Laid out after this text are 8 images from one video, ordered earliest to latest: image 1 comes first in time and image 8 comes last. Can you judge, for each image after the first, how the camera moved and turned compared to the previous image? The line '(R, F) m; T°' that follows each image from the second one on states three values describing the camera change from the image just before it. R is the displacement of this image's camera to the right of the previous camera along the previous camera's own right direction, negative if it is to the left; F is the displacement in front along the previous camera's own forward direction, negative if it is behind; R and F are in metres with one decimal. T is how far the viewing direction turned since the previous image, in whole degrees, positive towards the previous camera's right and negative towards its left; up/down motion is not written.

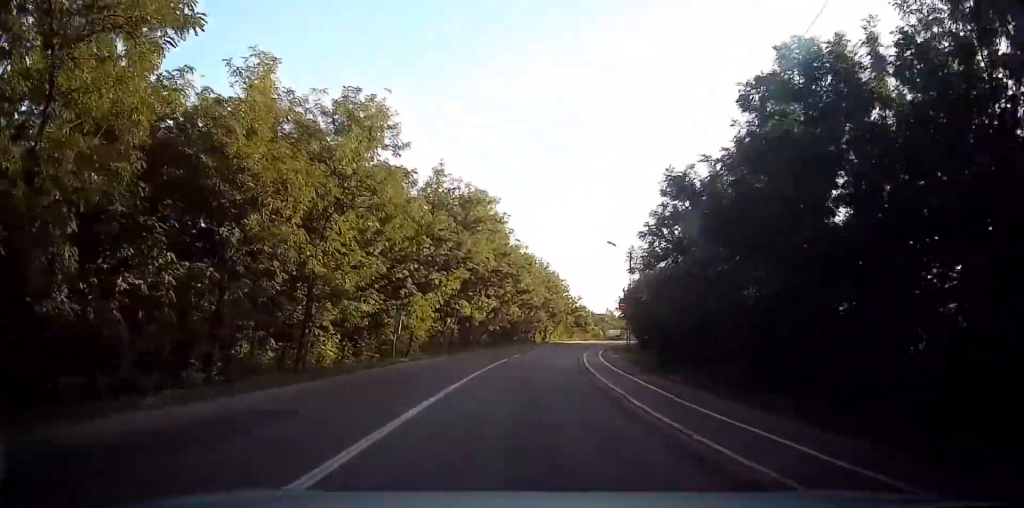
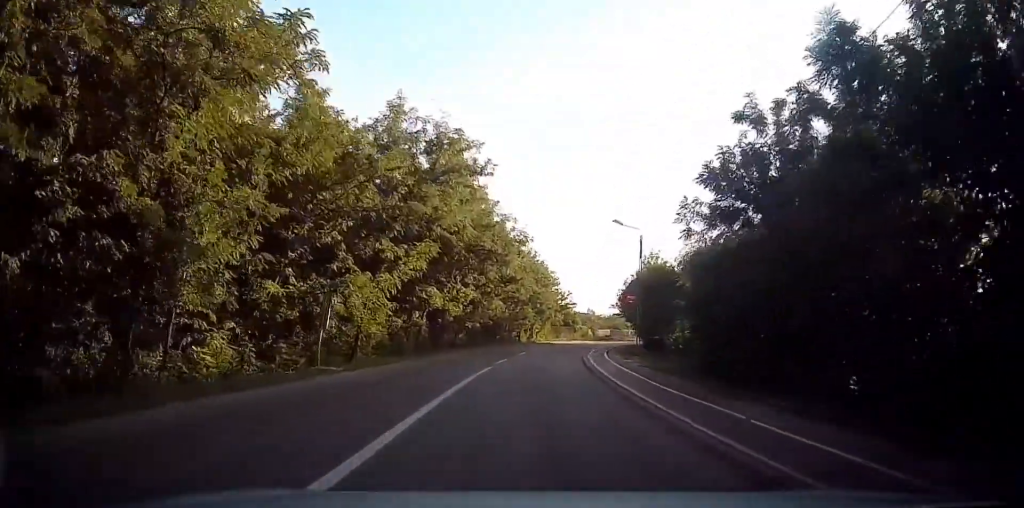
(+0.4, +7.9) m; +4°
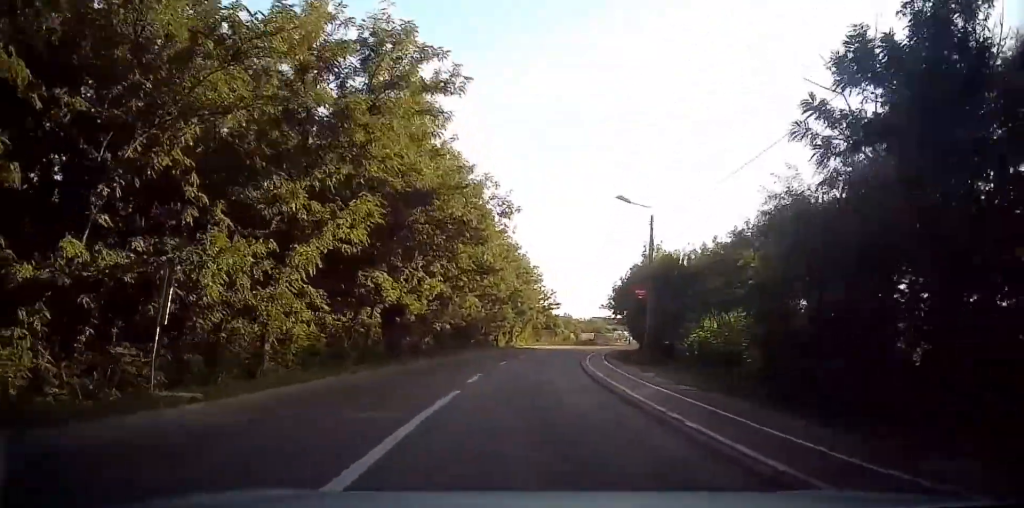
(+0.2, +6.9) m; +3°
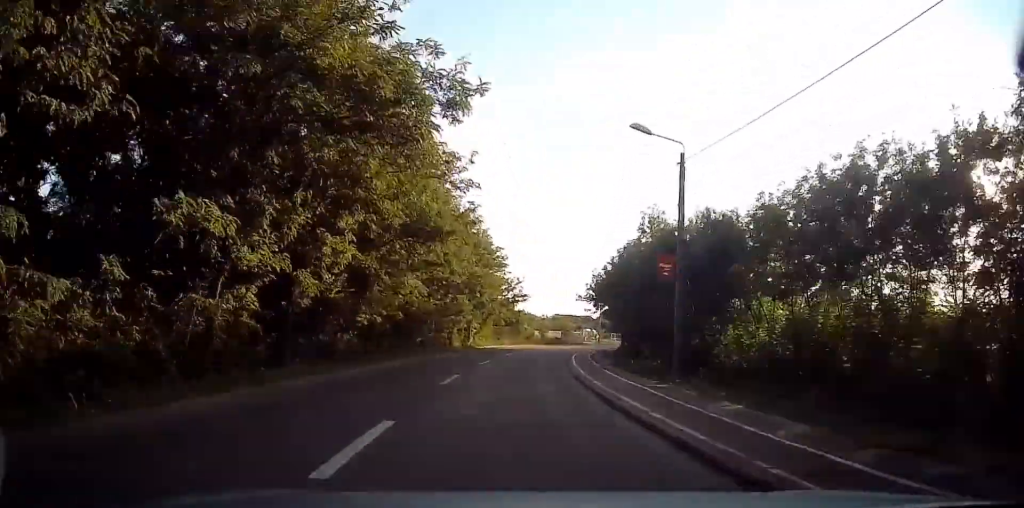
(+0.3, +9.7) m; +2°
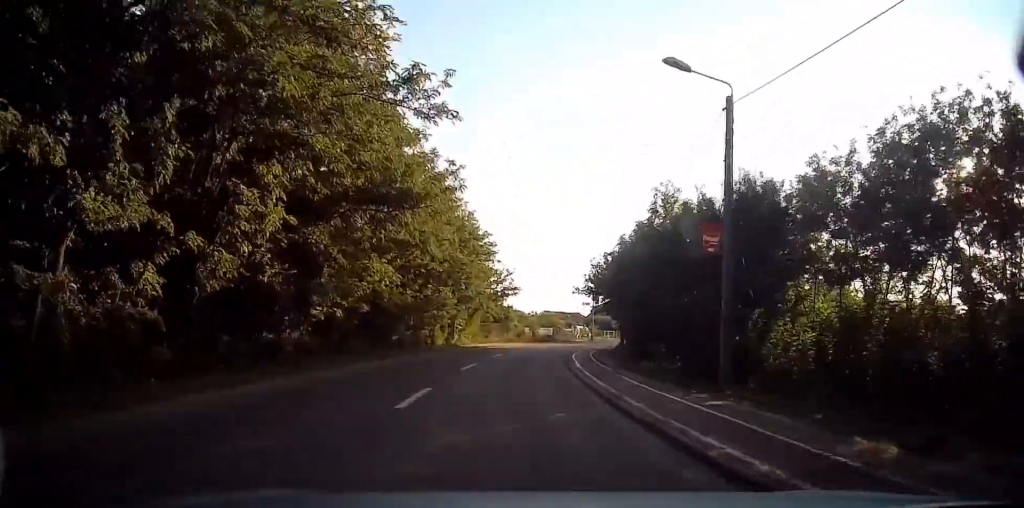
(0.0, +4.7) m; +1°
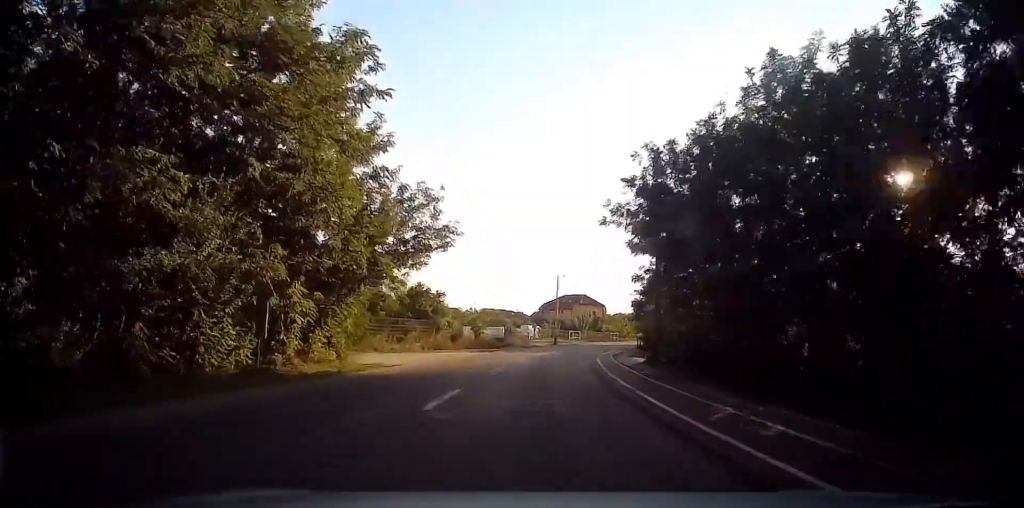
(+2.2, +25.4) m; +11°
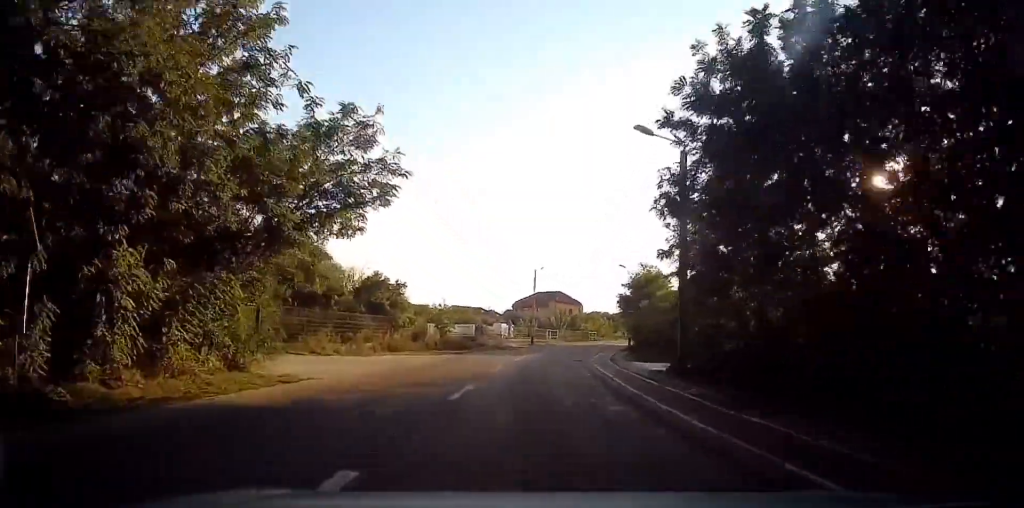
(+0.2, +7.1) m; +2°
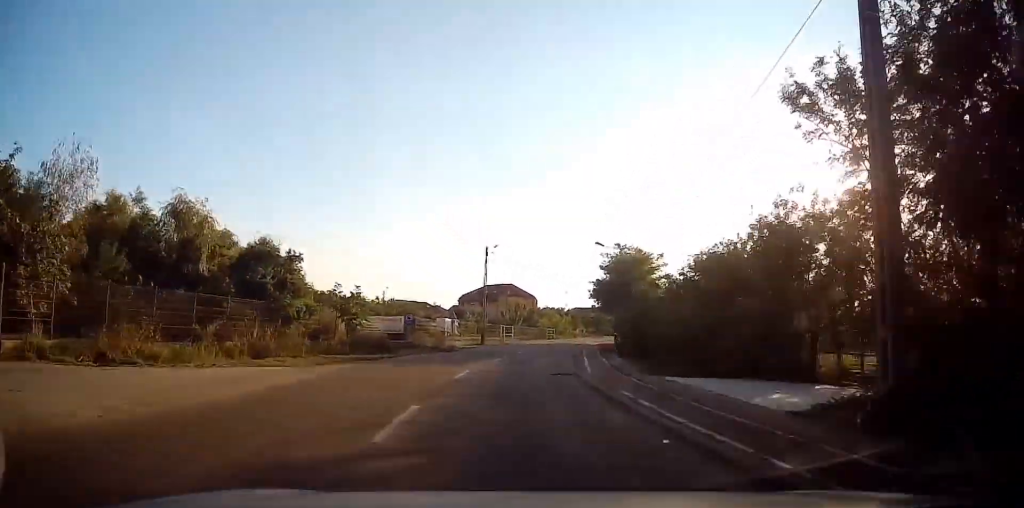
(+0.4, +13.0) m; +2°
